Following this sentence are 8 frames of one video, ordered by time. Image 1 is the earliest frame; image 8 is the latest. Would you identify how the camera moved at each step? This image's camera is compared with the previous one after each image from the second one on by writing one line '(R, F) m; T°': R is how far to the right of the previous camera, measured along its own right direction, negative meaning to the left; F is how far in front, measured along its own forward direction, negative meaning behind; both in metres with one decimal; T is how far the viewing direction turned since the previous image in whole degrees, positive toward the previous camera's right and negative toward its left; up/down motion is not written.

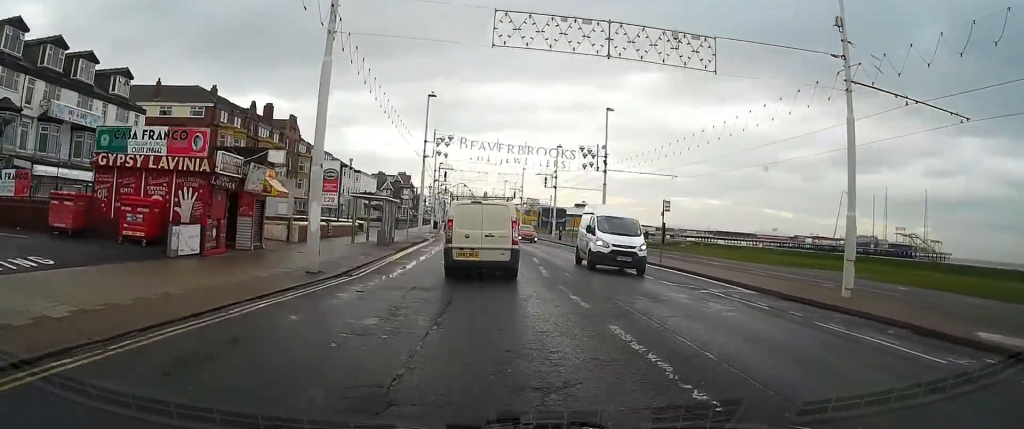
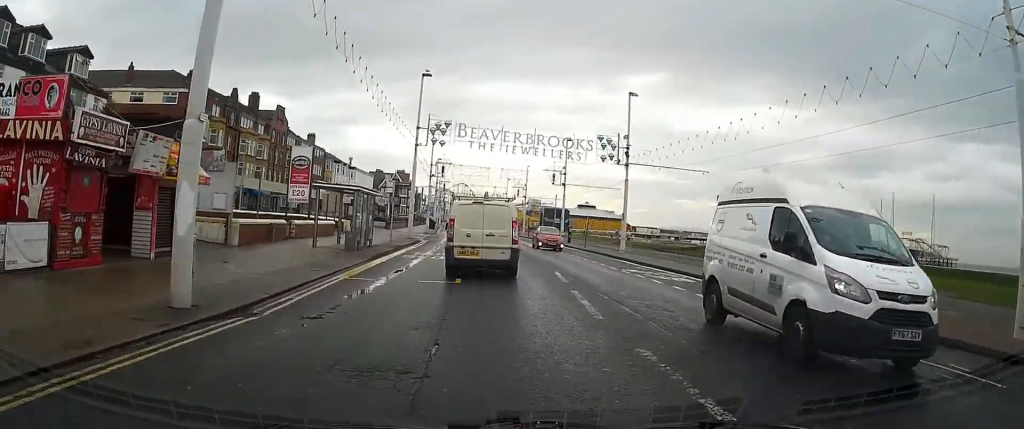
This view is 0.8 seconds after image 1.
(0.0, +7.5) m; 0°
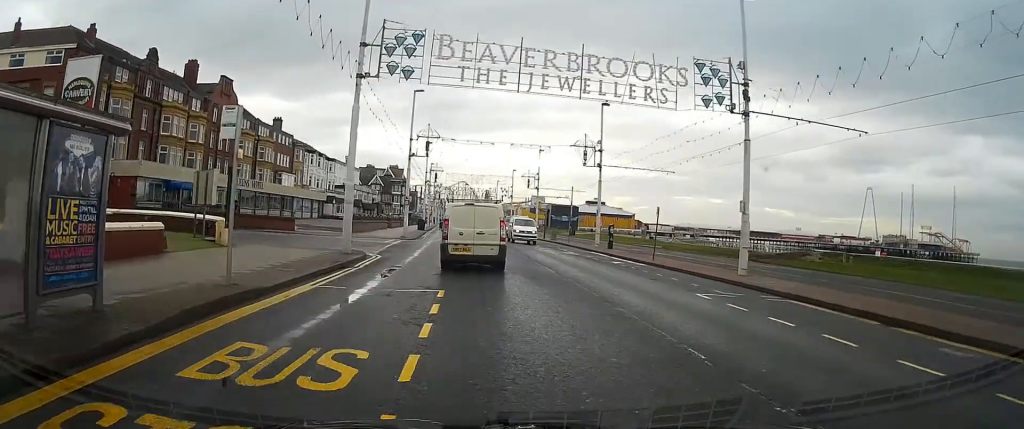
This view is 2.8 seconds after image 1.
(+0.2, +20.7) m; +1°
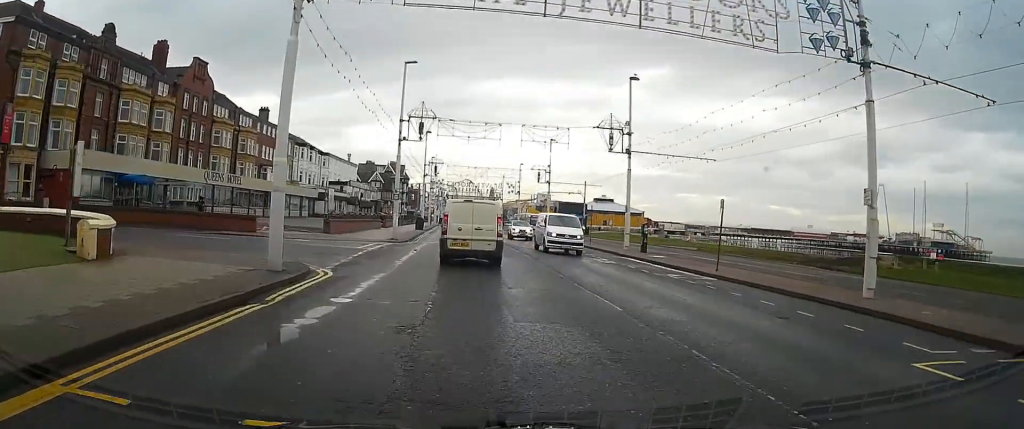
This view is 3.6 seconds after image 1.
(0.0, +8.3) m; -1°
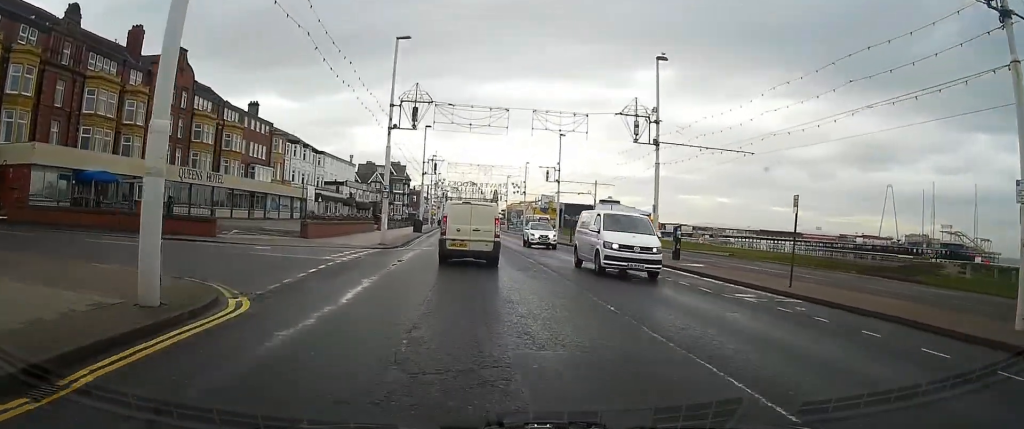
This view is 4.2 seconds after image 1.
(-0.1, +5.8) m; 0°
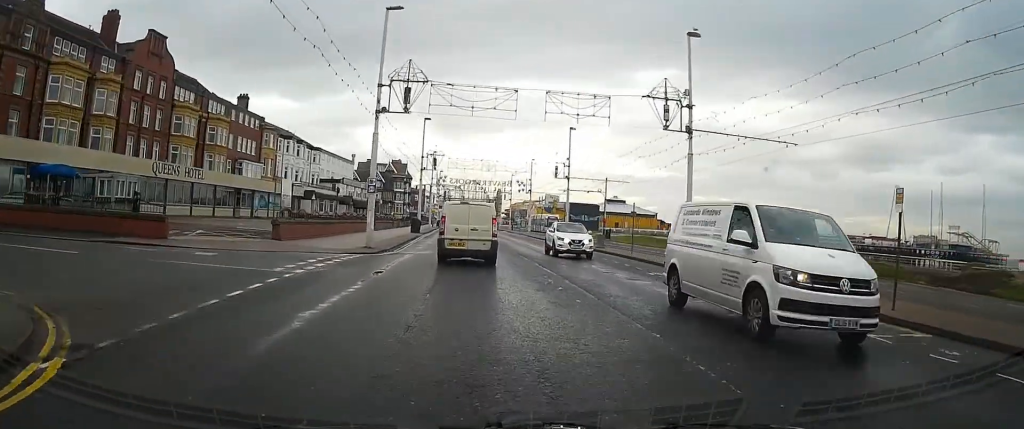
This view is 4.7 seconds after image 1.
(-0.1, +5.1) m; 0°
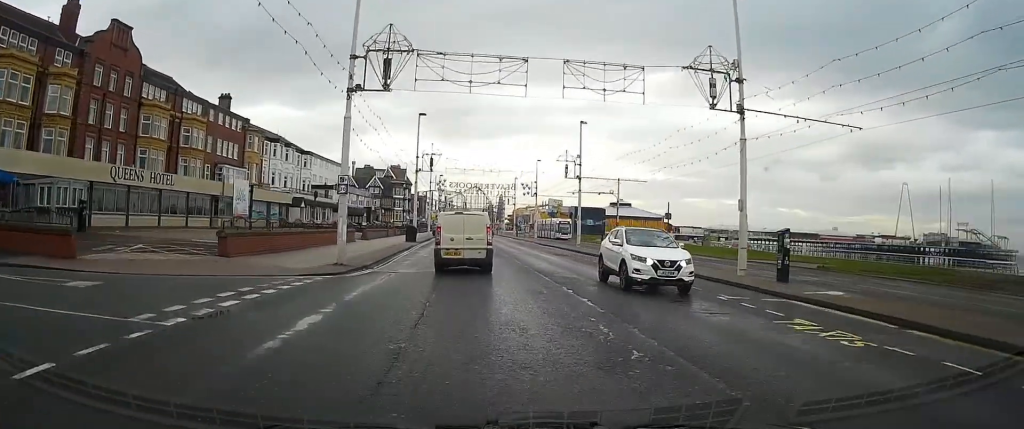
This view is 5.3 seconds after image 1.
(0.0, +6.3) m; 0°
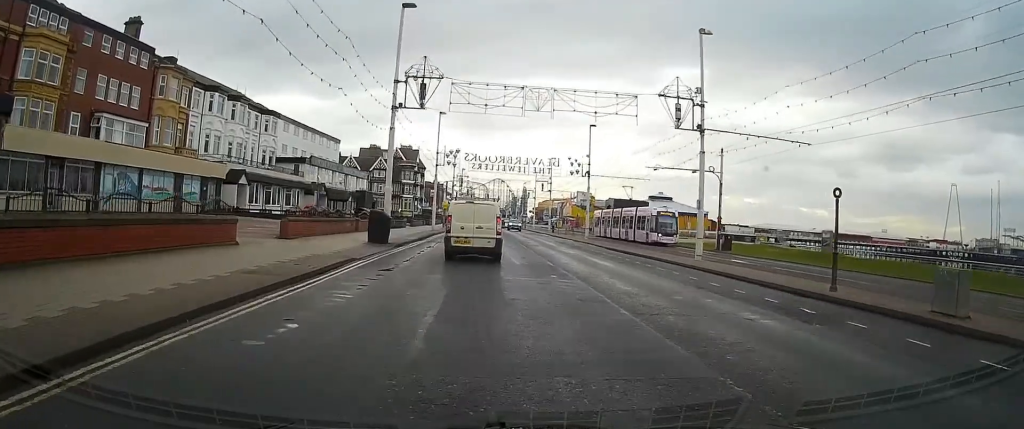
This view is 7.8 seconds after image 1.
(-0.5, +27.2) m; -2°
